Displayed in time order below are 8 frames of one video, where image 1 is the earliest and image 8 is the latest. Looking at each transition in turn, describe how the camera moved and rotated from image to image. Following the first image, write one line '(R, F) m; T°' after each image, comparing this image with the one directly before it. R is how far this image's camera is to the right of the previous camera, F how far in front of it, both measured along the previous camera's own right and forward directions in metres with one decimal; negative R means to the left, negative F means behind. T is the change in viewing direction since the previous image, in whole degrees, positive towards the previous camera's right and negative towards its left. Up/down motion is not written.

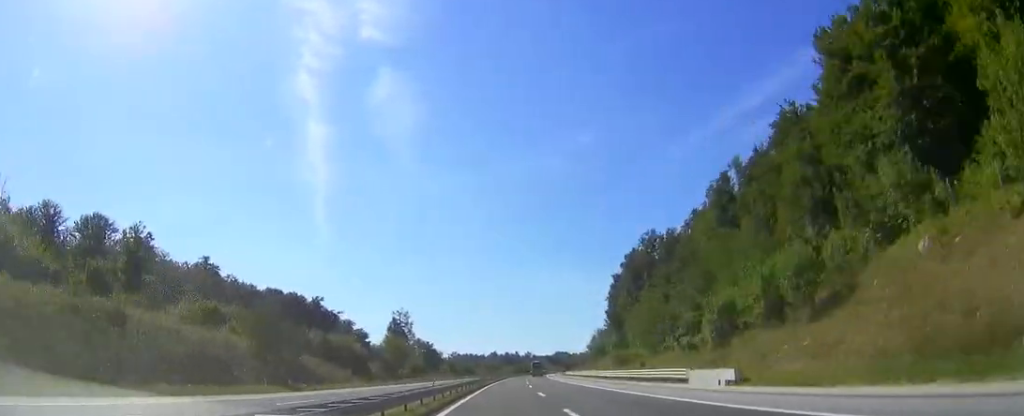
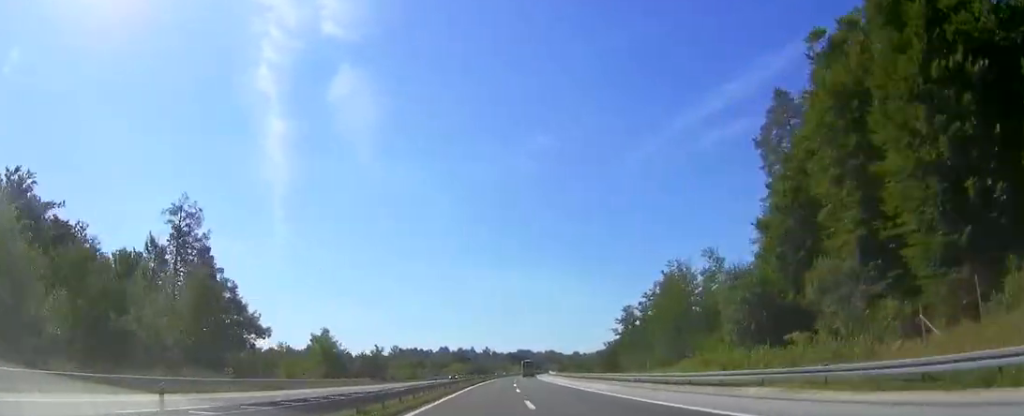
(+3.9, +115.6) m; +3°
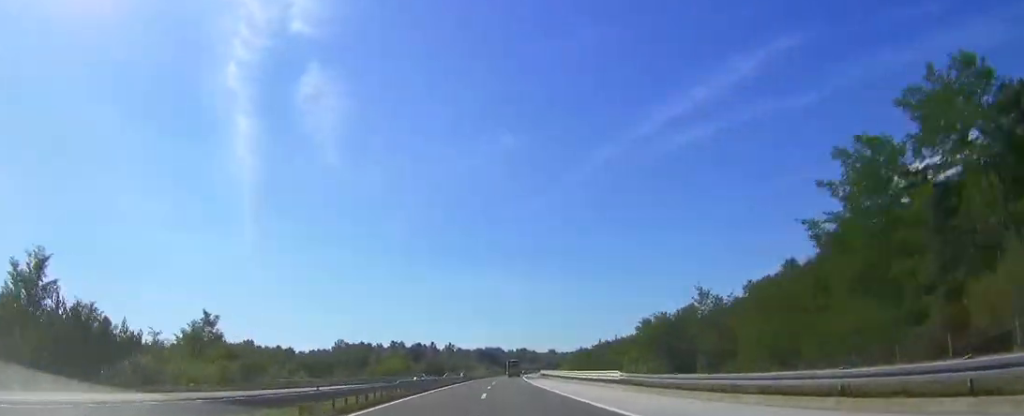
(+2.2, +83.1) m; +2°
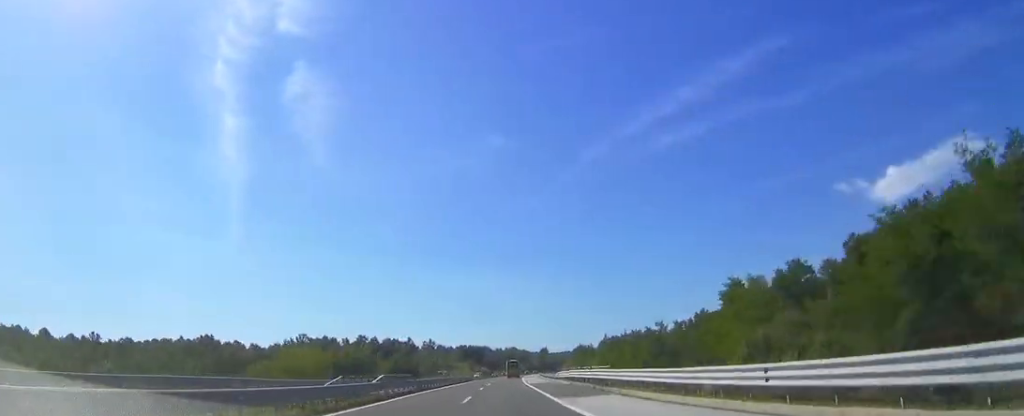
(0.0, +59.1) m; +2°
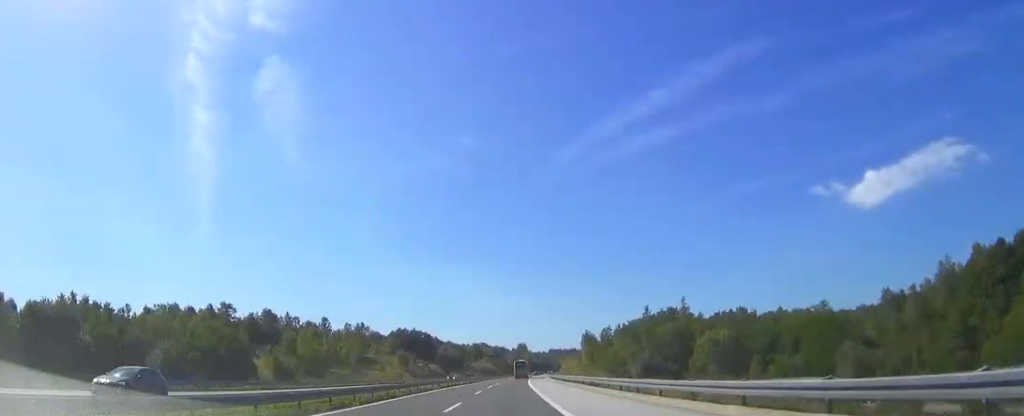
(+5.9, +156.2) m; +4°
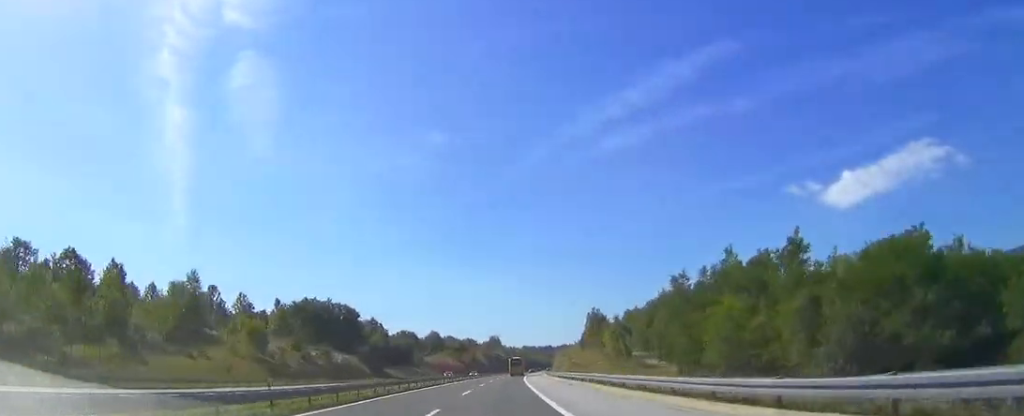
(+2.6, +113.1) m; +2°
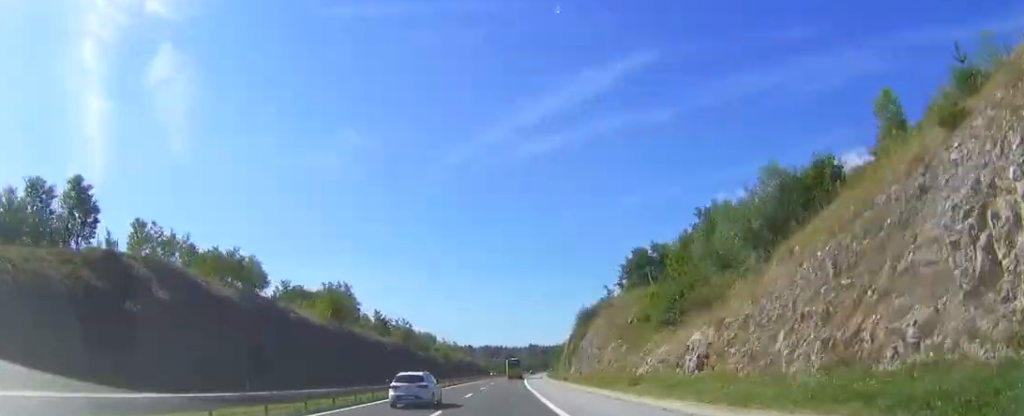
(+15.5, +225.5) m; +8°
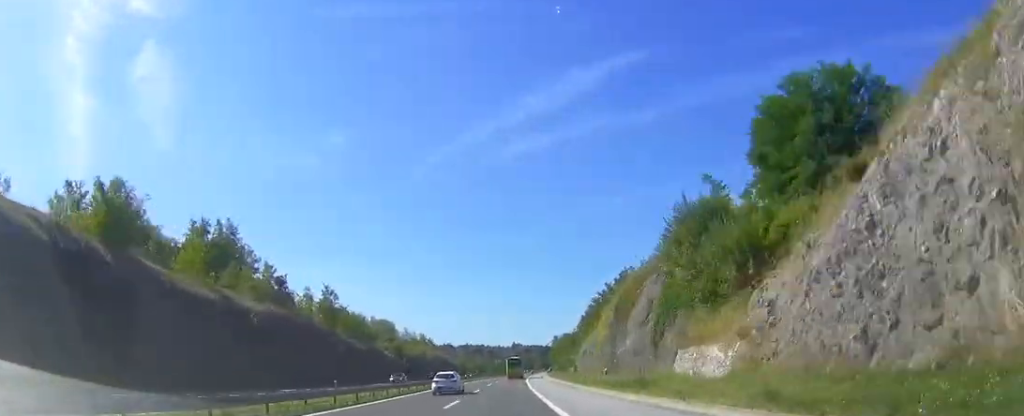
(+1.1, +58.0) m; +2°
